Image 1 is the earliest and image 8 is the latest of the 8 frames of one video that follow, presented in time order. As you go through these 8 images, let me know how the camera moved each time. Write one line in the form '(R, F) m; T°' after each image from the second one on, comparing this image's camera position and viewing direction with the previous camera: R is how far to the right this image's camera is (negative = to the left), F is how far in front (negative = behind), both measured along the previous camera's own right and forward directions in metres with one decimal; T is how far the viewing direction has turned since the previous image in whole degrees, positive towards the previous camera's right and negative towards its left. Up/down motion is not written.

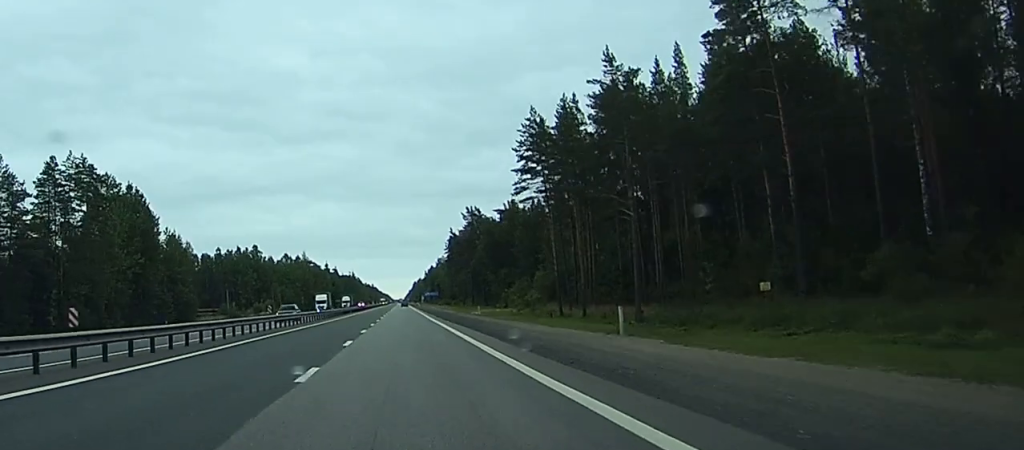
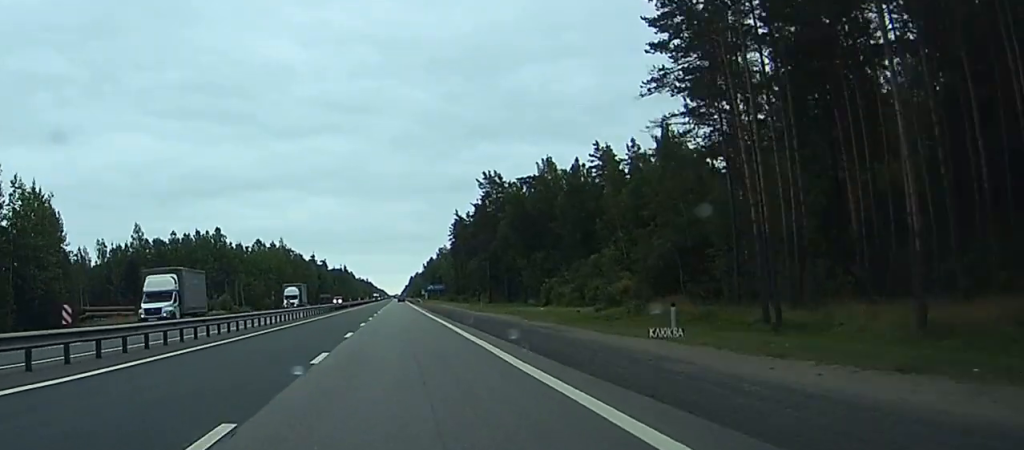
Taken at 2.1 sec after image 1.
(+0.4, +55.9) m; 0°
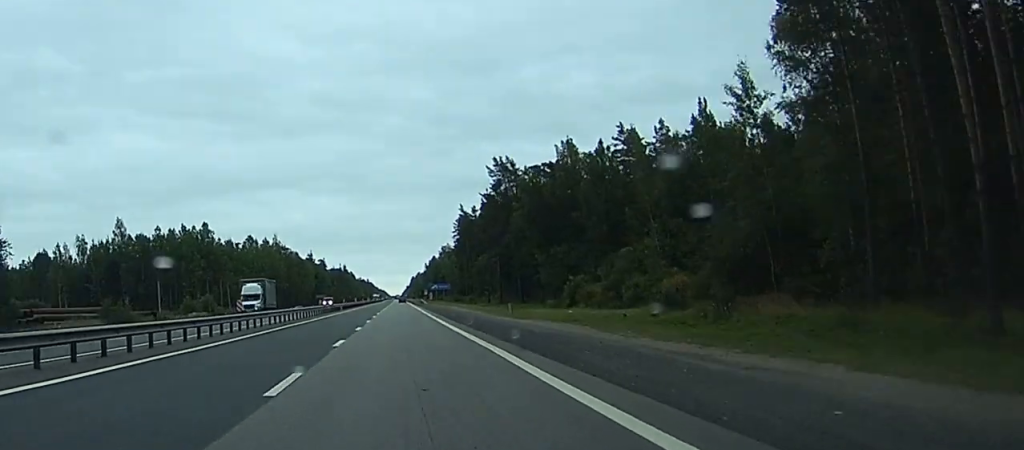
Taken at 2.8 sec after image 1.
(0.0, +17.7) m; 0°
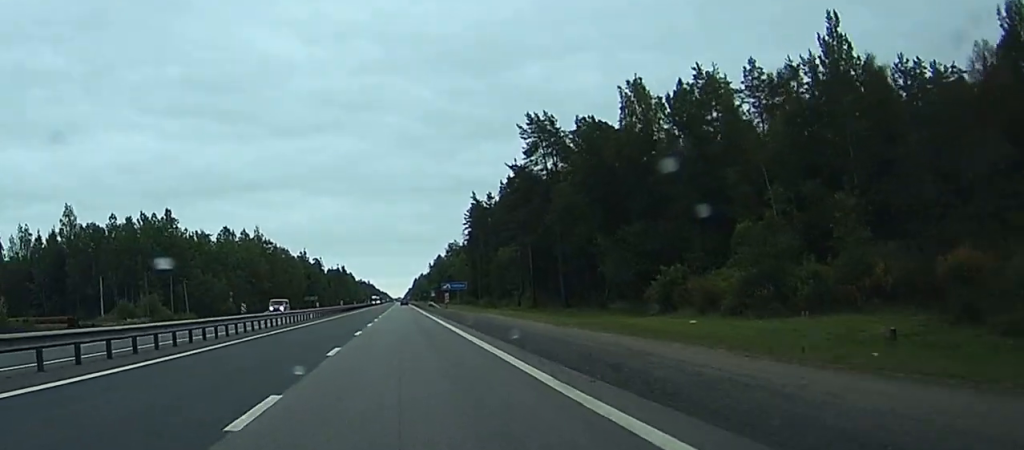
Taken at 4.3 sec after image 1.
(+0.2, +39.5) m; +1°
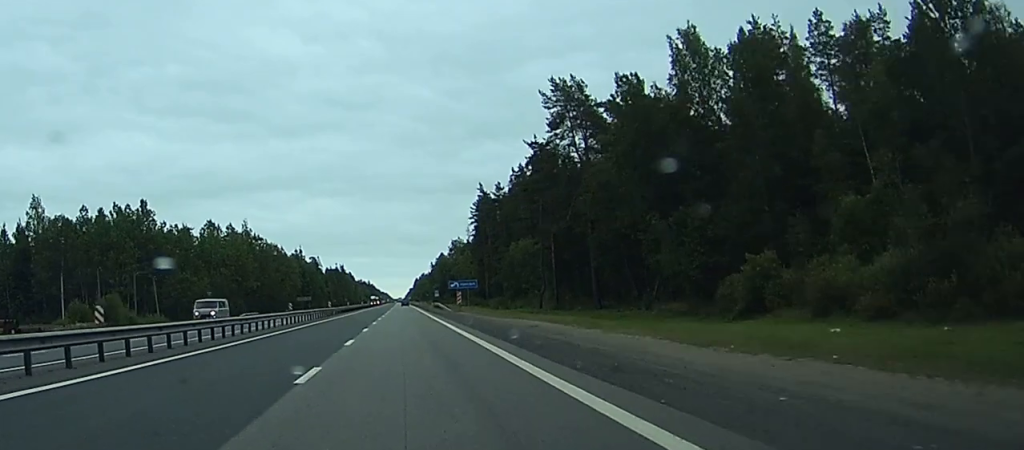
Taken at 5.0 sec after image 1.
(+0.1, +19.1) m; +1°
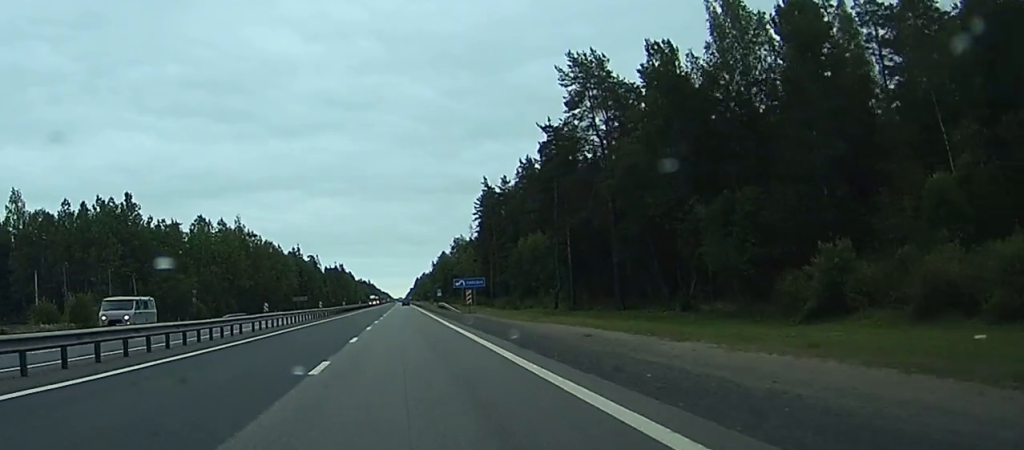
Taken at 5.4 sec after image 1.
(0.0, +10.4) m; 0°
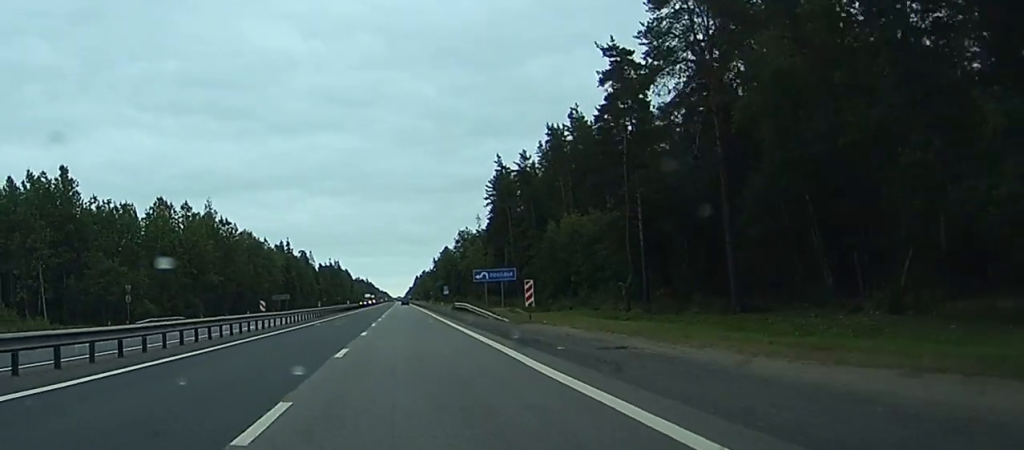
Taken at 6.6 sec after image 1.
(+0.3, +31.7) m; 0°
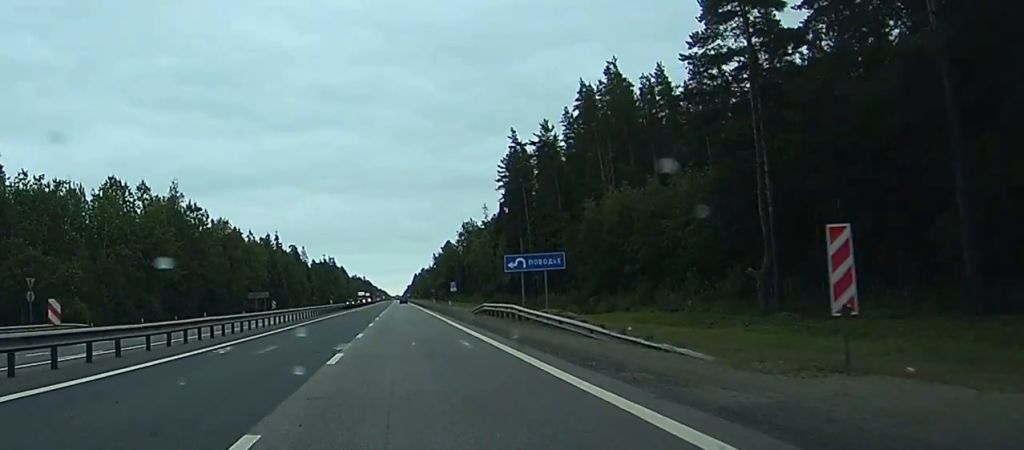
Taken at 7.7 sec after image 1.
(-0.5, +26.5) m; 0°
